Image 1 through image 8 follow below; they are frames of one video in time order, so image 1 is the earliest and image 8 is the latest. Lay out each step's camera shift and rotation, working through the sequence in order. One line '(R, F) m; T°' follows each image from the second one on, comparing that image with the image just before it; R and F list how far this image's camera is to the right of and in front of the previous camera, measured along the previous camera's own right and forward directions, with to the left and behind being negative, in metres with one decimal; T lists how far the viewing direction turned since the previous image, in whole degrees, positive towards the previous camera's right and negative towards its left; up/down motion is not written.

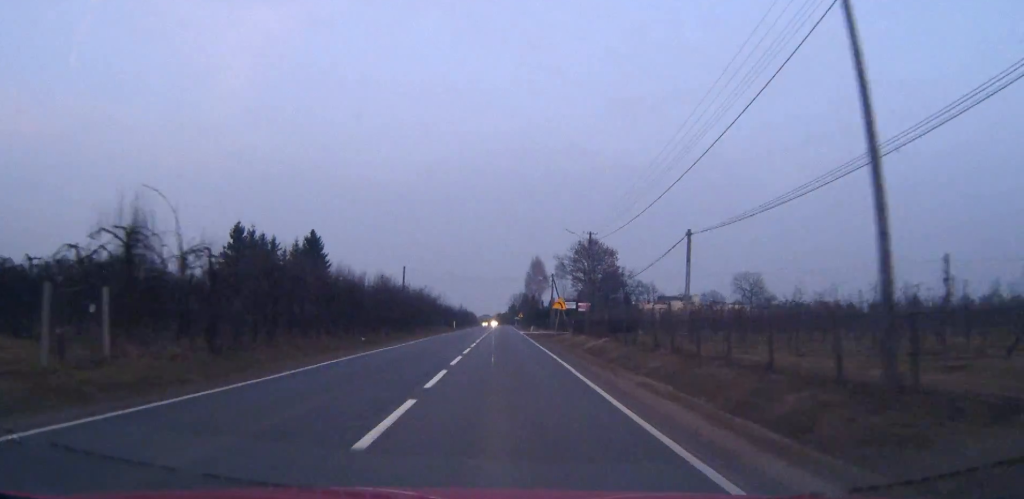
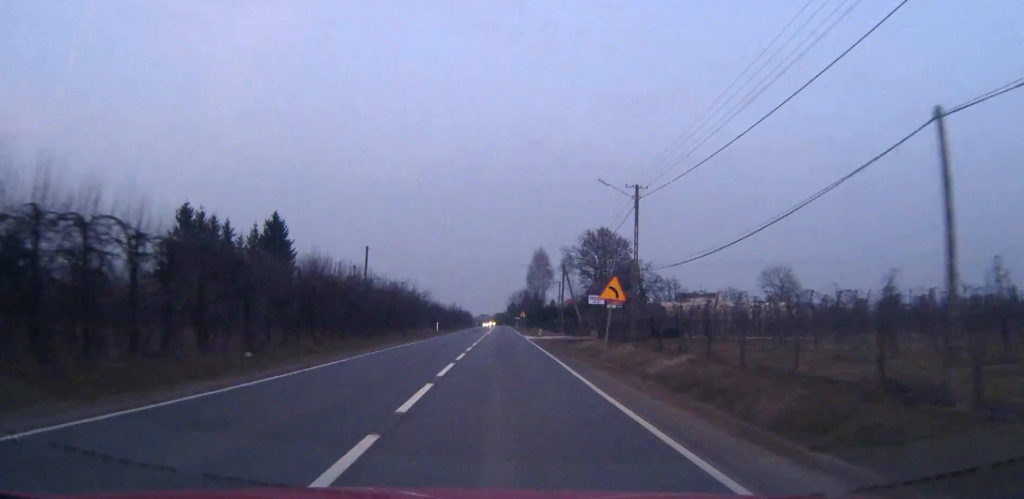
(0.0, +21.0) m; 0°
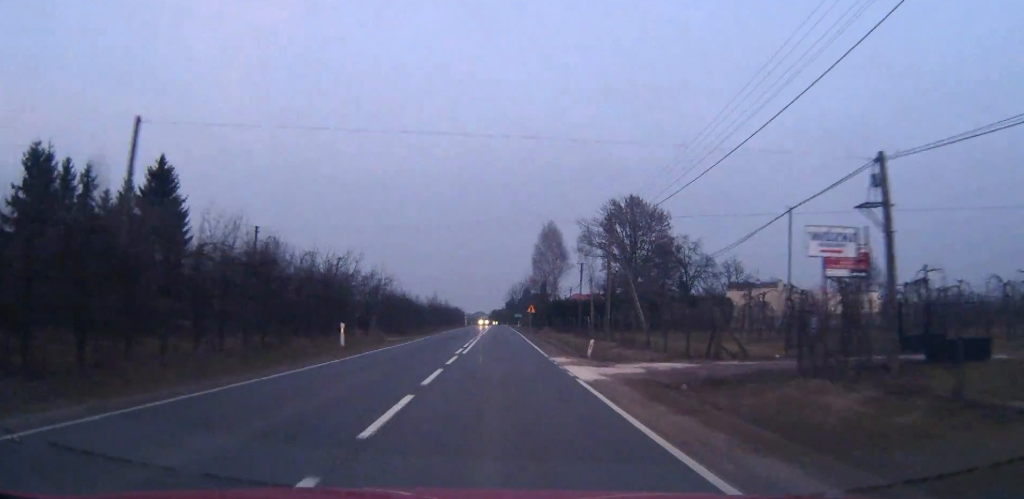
(+0.1, +37.9) m; 0°
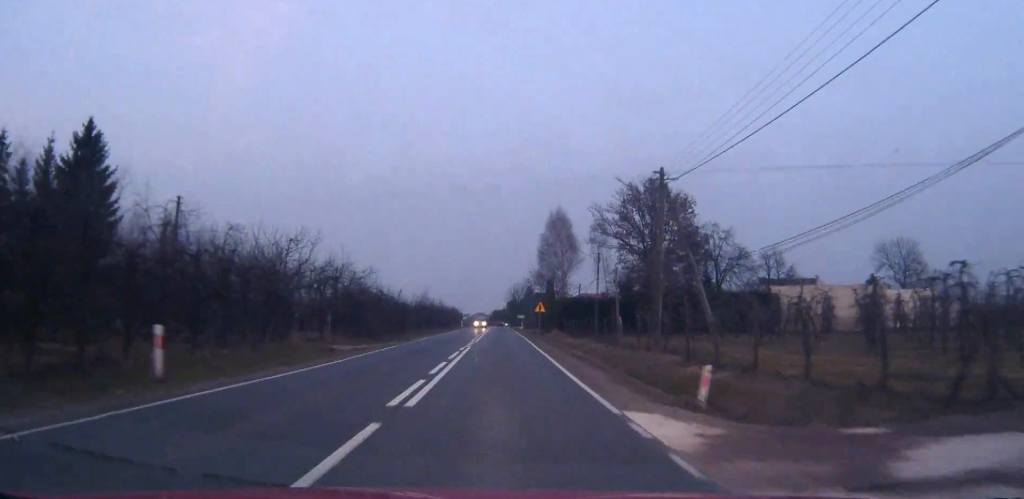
(0.0, +14.9) m; 0°
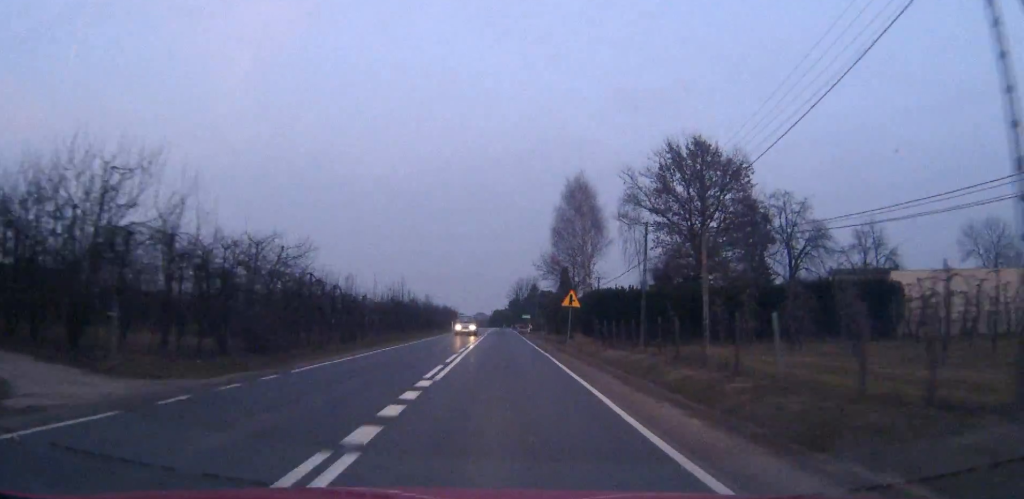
(0.0, +23.9) m; 0°
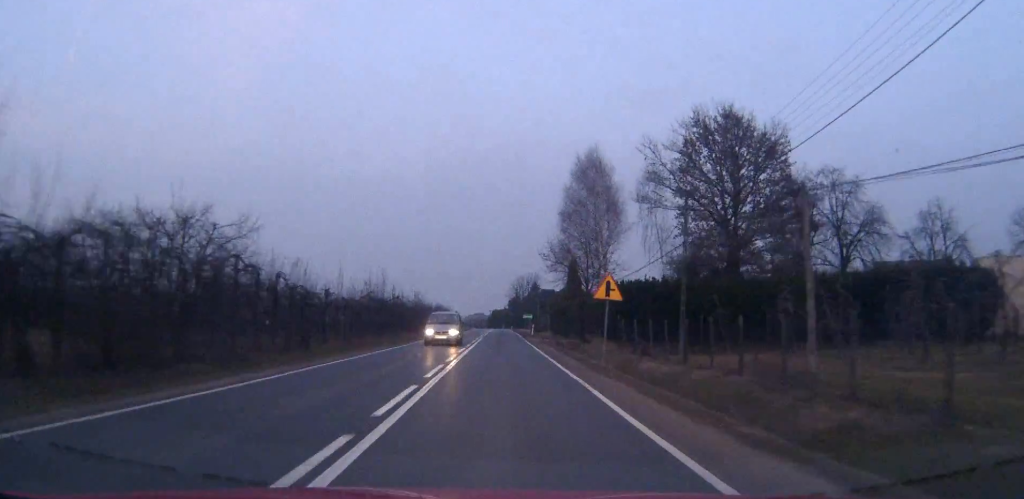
(0.0, +11.4) m; 0°
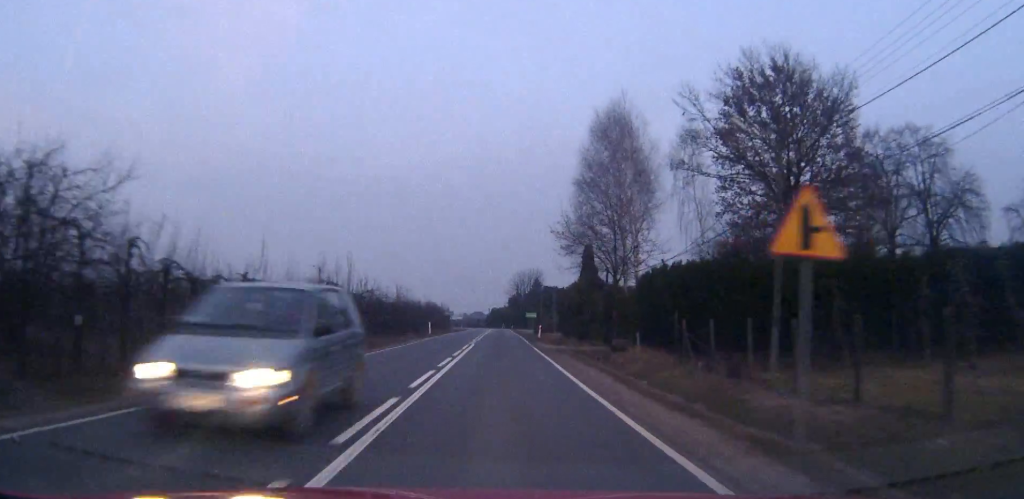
(0.0, +13.9) m; 0°
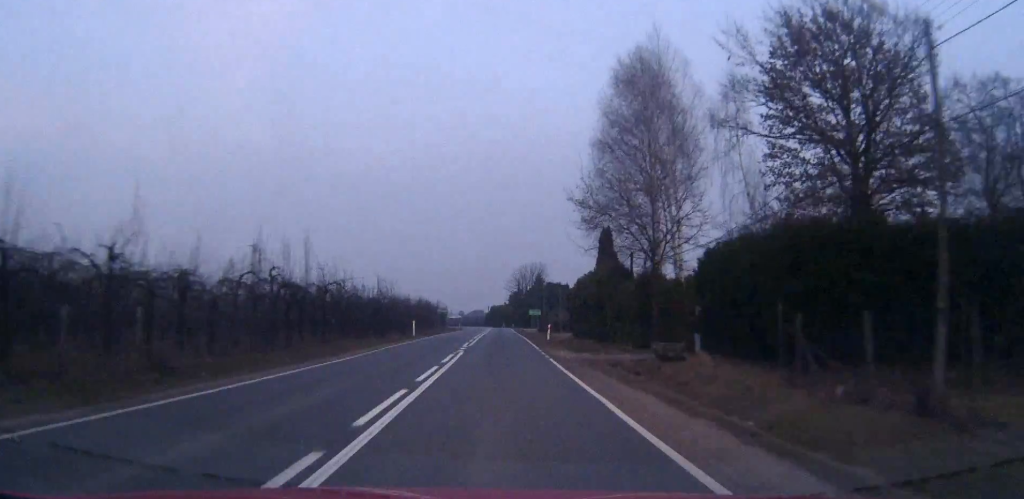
(0.0, +10.8) m; 0°
